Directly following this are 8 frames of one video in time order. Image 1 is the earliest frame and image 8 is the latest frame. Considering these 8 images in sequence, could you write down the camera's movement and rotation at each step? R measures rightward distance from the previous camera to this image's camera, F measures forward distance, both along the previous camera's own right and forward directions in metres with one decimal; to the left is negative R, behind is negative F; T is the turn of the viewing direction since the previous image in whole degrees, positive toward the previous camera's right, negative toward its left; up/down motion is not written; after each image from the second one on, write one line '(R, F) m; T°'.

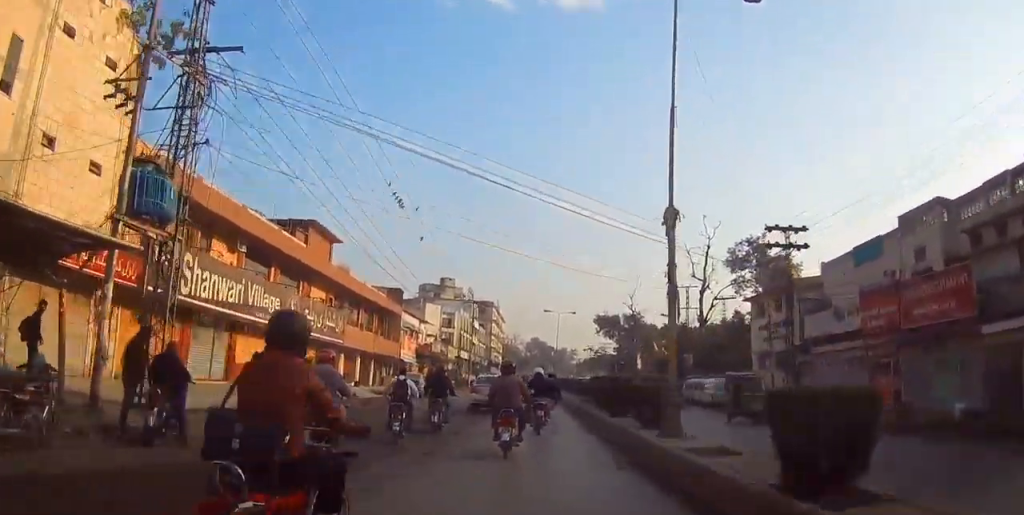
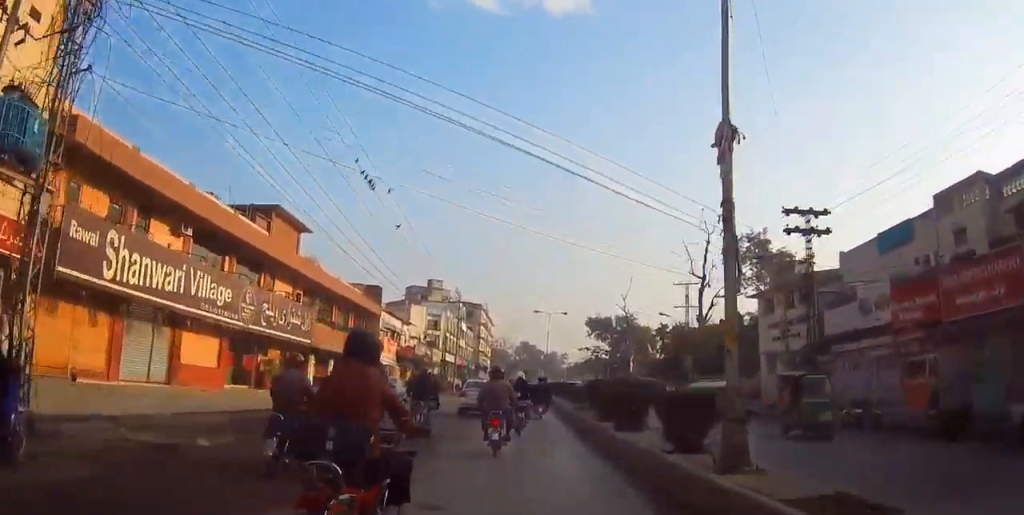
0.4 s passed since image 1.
(0.0, +3.8) m; +1°
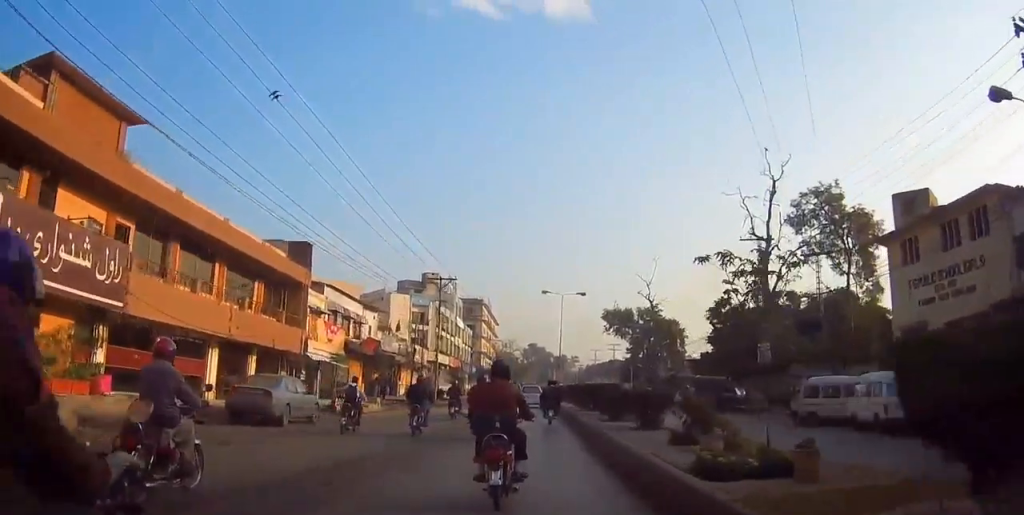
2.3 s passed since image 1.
(+0.4, +17.2) m; +1°
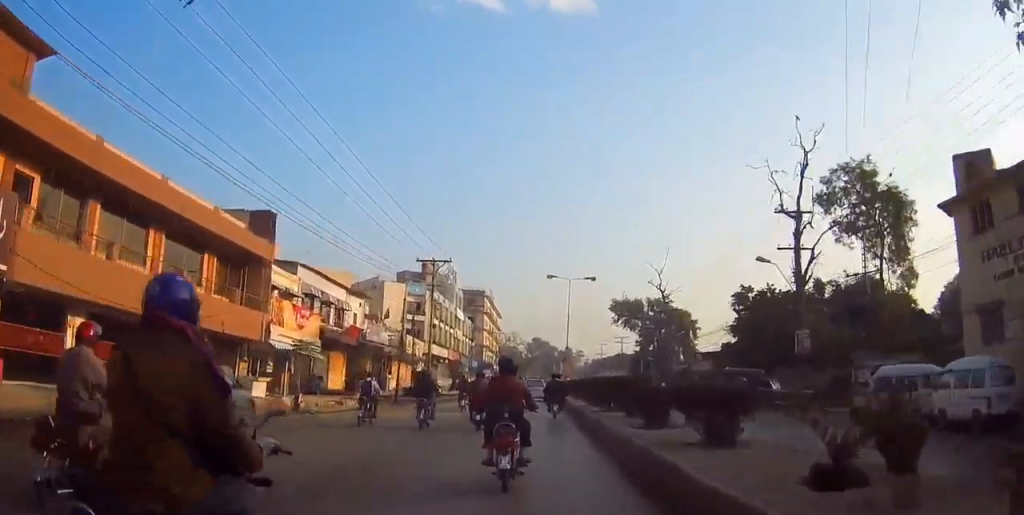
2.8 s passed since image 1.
(+0.1, +5.2) m; -2°
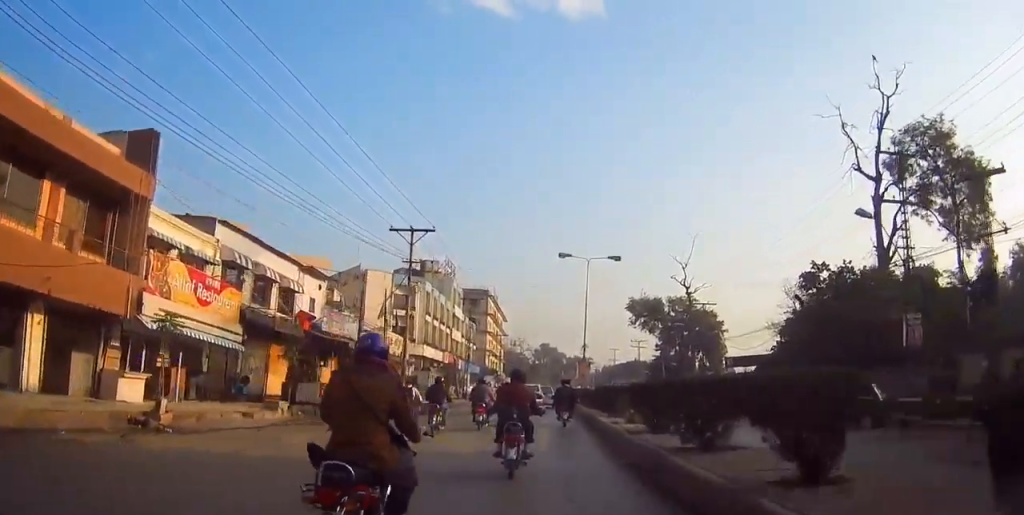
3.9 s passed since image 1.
(-0.5, +10.4) m; -1°
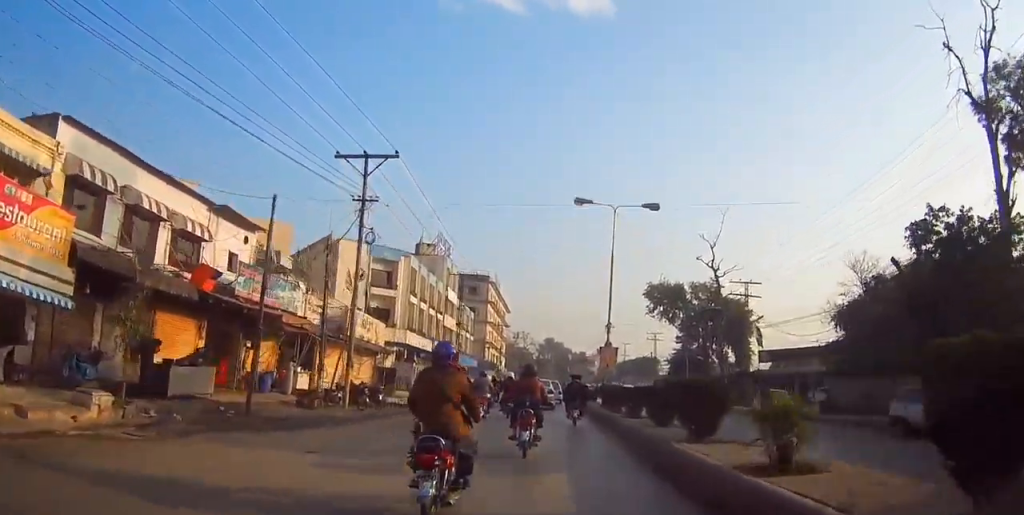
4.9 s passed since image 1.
(+0.4, +10.3) m; +1°
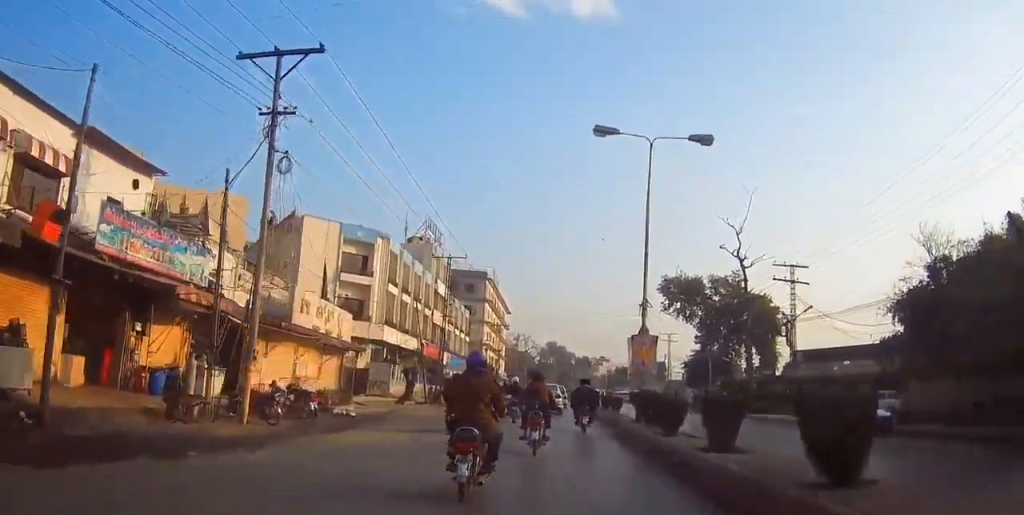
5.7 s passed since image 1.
(-0.1, +8.5) m; 0°
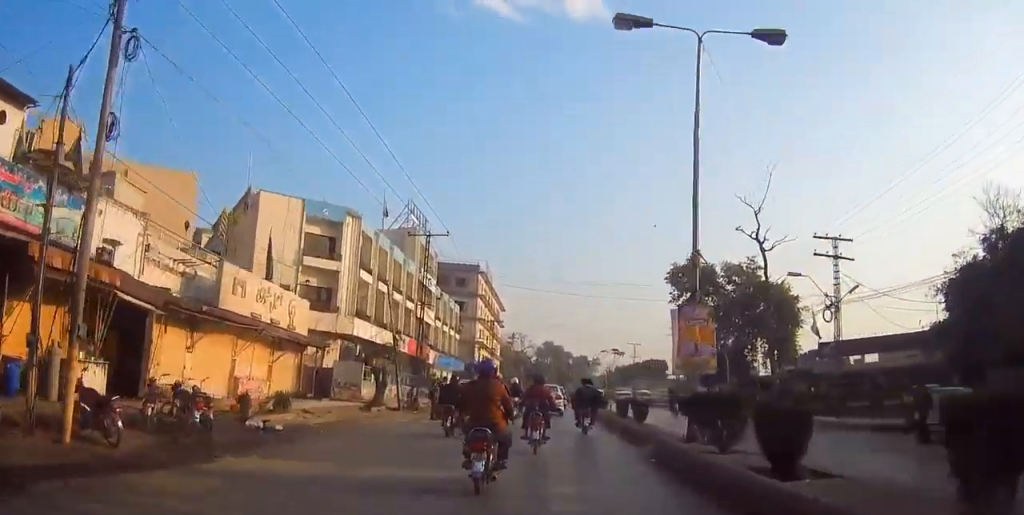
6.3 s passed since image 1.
(-0.1, +6.5) m; 0°
